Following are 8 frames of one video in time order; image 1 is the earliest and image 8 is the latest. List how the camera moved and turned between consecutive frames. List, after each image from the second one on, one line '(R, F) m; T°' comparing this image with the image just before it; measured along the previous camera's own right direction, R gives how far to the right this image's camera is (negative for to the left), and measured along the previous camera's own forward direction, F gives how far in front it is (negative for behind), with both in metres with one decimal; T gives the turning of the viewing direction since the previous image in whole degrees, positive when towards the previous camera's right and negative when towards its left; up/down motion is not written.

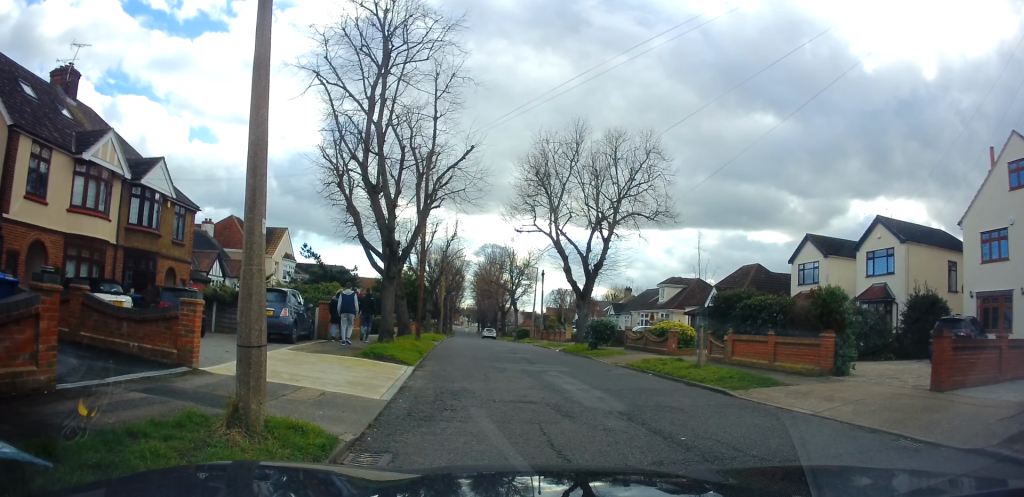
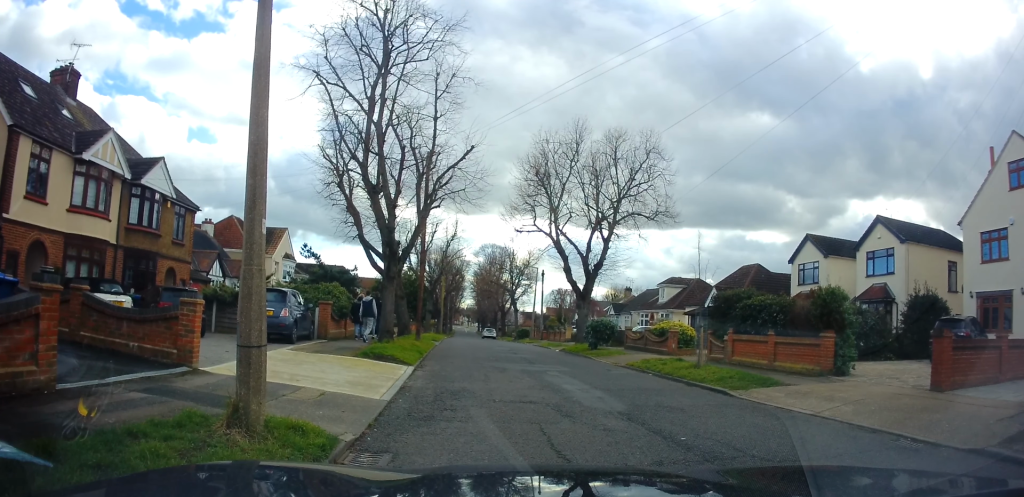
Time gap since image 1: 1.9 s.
(0.0, 0.0) m; 0°
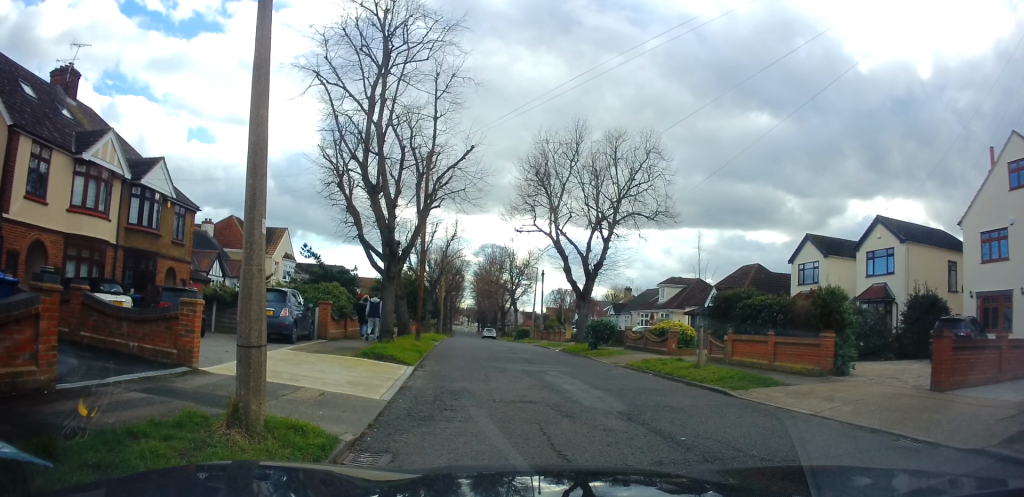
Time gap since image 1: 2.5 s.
(0.0, 0.0) m; 0°
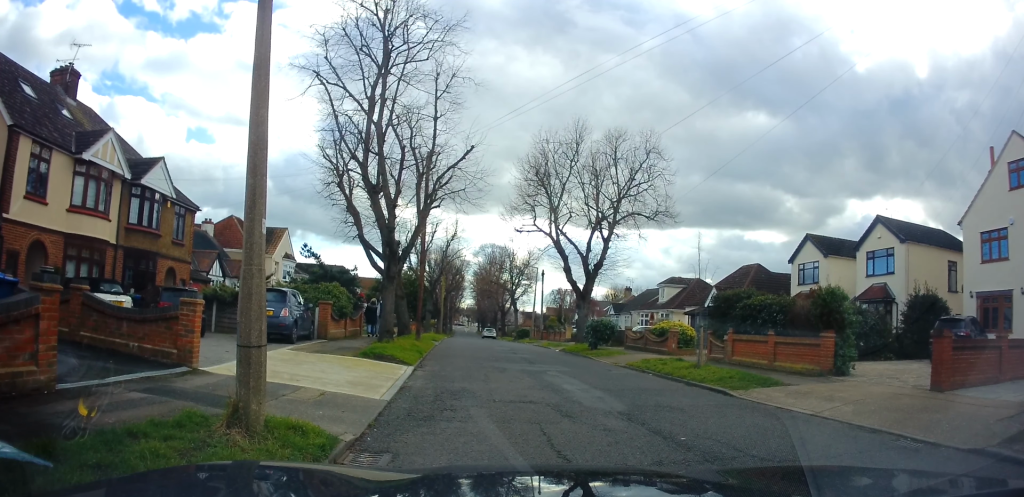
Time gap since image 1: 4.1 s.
(0.0, 0.0) m; 0°
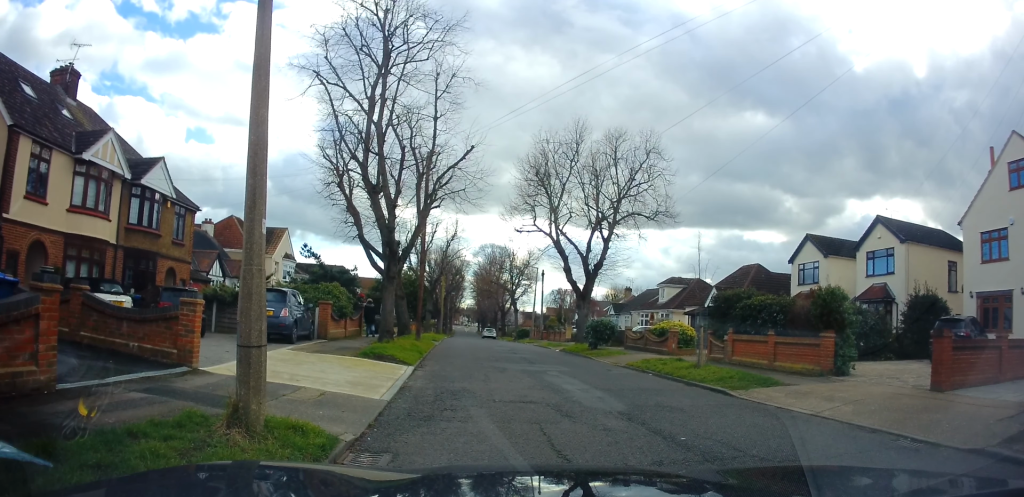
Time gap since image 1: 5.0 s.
(0.0, 0.0) m; 0°
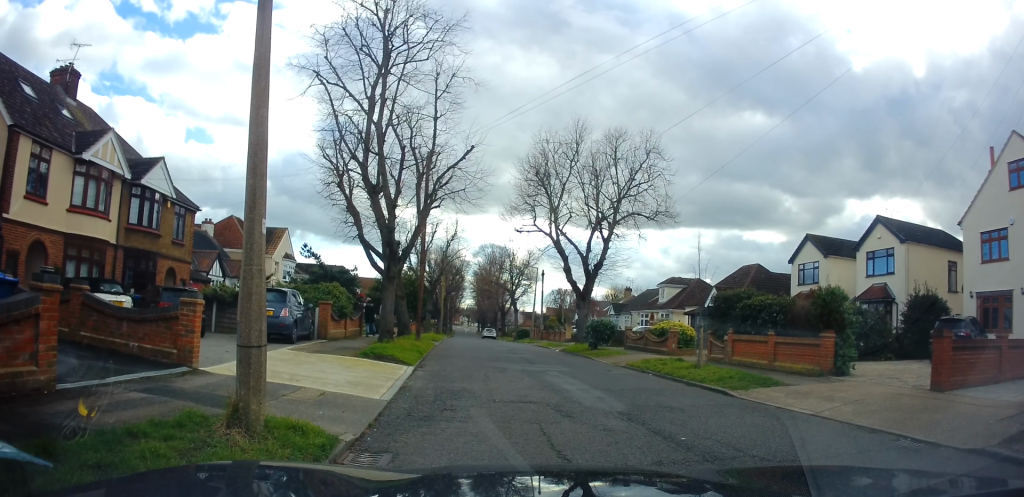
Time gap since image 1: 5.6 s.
(0.0, 0.0) m; 0°
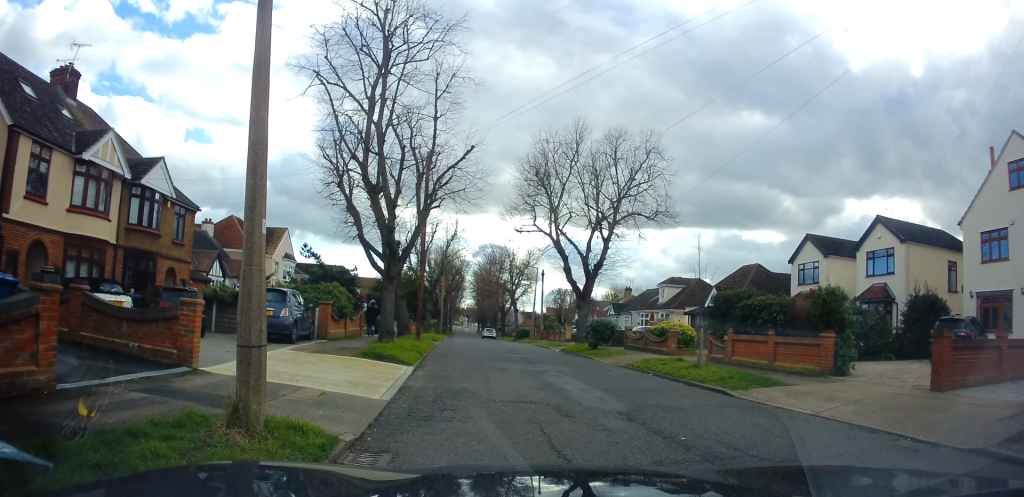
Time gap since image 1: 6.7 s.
(0.0, 0.0) m; 0°
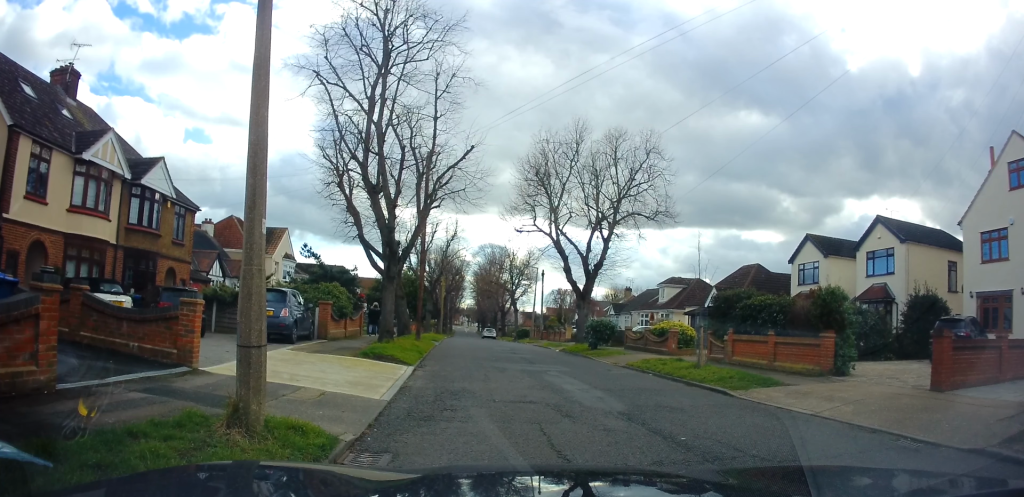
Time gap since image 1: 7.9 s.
(0.0, 0.0) m; 0°
